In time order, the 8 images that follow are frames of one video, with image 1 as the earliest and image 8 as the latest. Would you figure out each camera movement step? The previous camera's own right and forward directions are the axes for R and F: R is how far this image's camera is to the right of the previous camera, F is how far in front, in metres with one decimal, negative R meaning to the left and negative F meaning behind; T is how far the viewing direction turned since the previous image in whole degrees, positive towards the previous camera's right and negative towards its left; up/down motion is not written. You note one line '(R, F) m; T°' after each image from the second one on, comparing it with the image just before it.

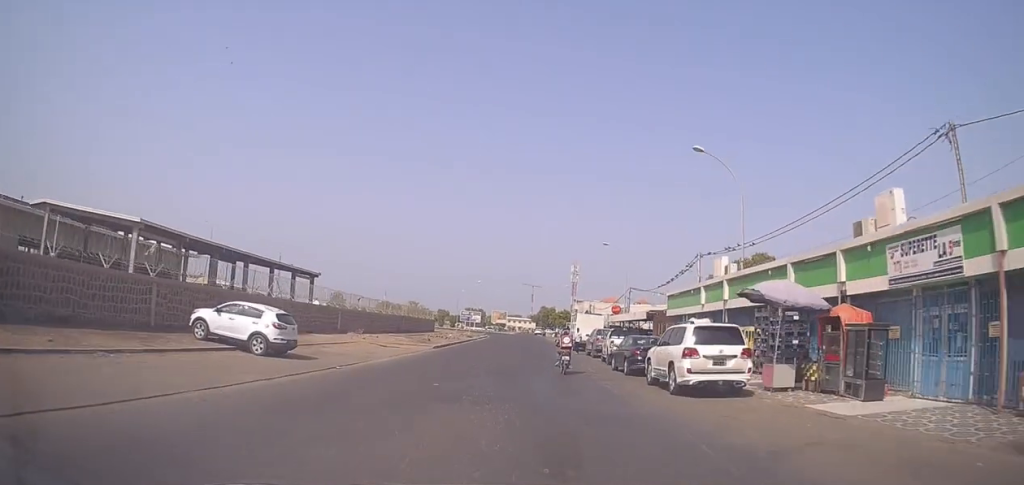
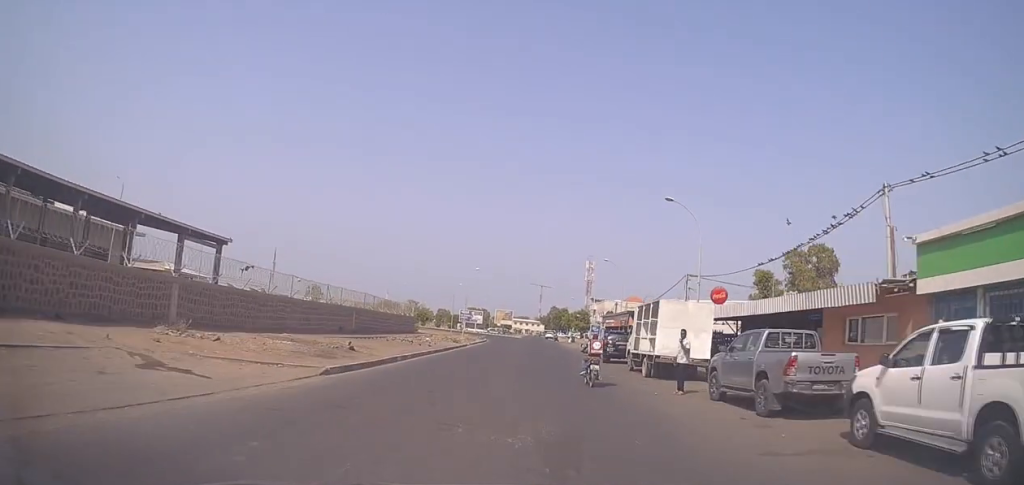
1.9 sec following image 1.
(-0.9, +24.1) m; -3°
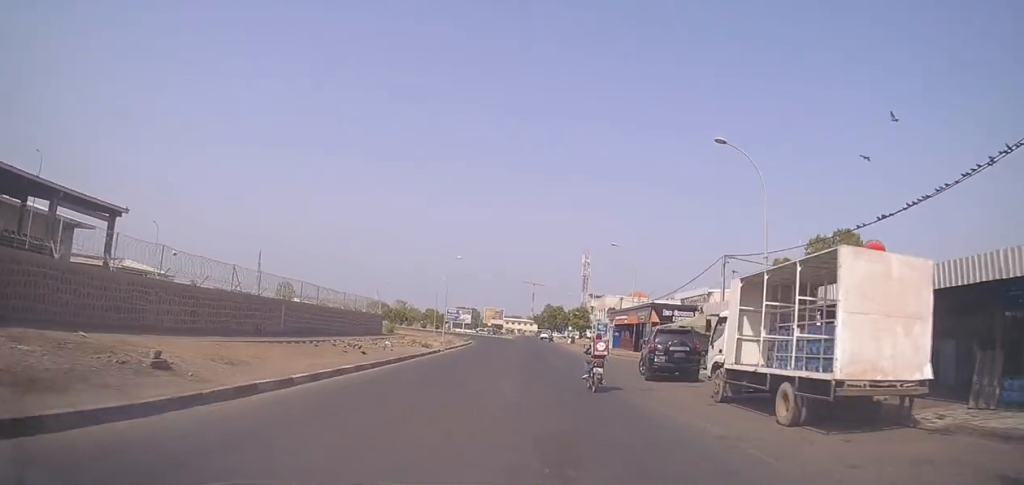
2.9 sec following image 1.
(+0.4, +12.8) m; +4°
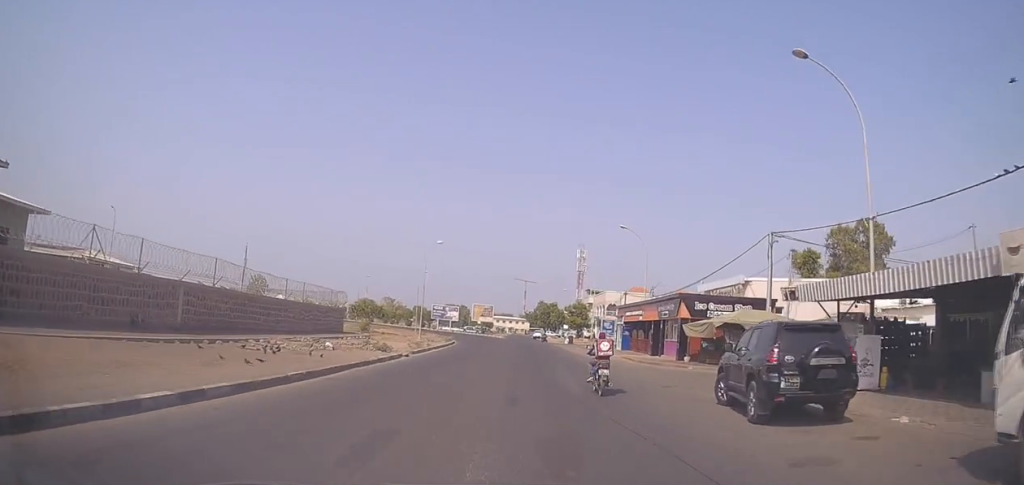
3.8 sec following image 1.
(+0.4, +10.1) m; +1°
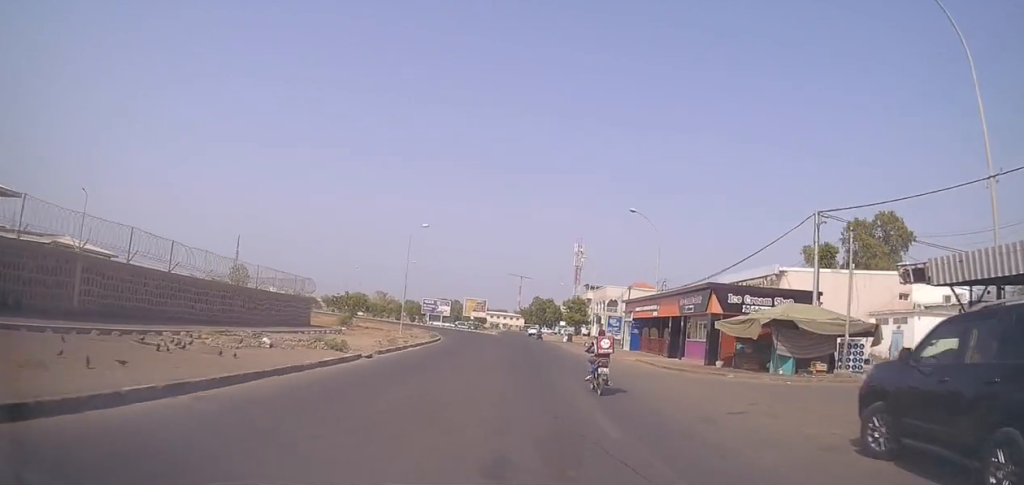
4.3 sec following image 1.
(0.0, +6.4) m; 0°
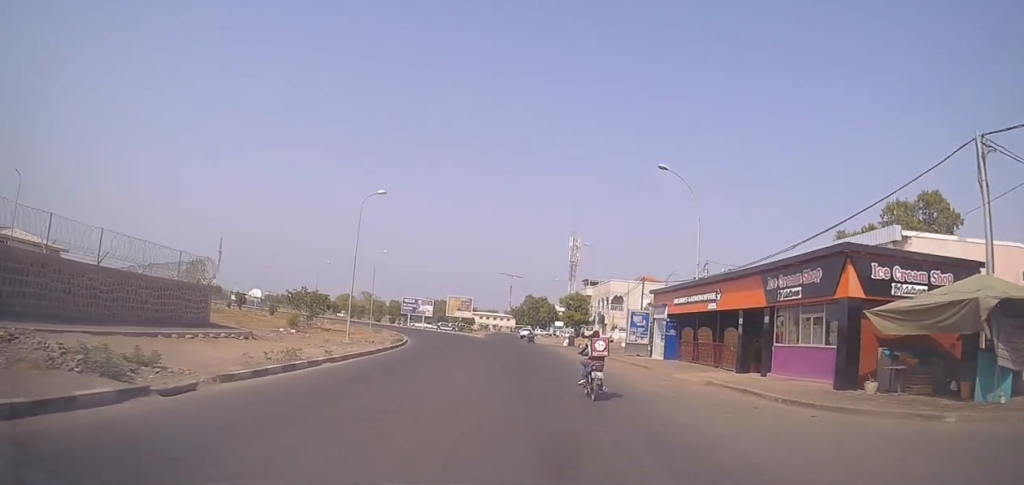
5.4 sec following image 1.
(-0.3, +12.9) m; 0°
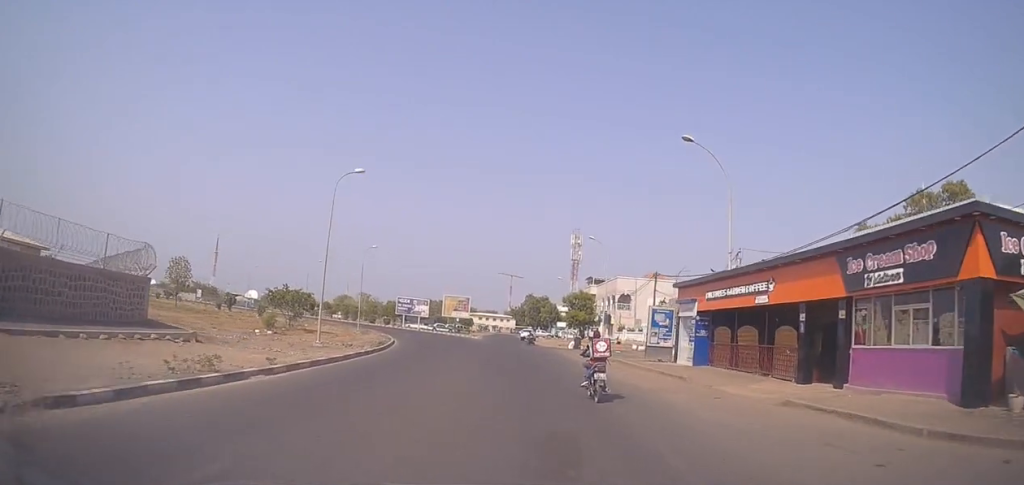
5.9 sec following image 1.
(+0.2, +5.4) m; 0°
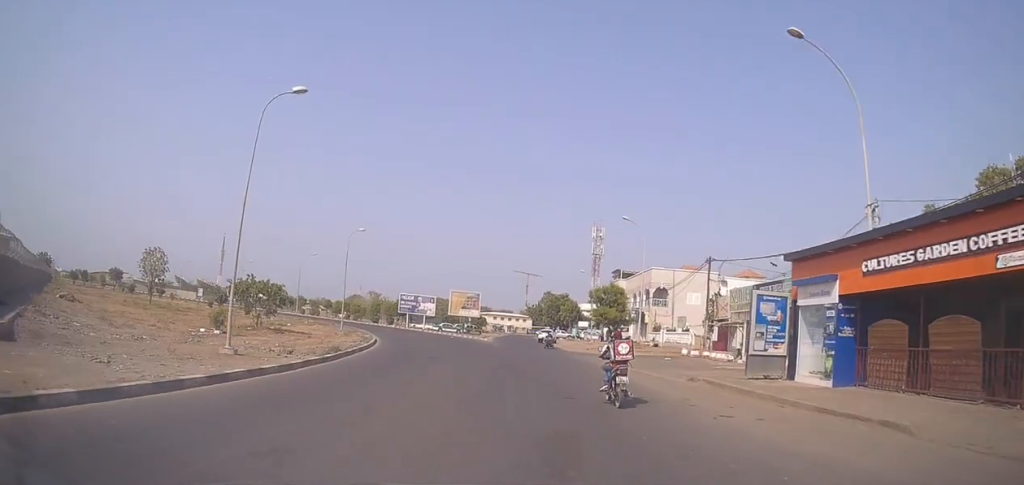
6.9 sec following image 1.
(-0.3, +11.6) m; -2°
